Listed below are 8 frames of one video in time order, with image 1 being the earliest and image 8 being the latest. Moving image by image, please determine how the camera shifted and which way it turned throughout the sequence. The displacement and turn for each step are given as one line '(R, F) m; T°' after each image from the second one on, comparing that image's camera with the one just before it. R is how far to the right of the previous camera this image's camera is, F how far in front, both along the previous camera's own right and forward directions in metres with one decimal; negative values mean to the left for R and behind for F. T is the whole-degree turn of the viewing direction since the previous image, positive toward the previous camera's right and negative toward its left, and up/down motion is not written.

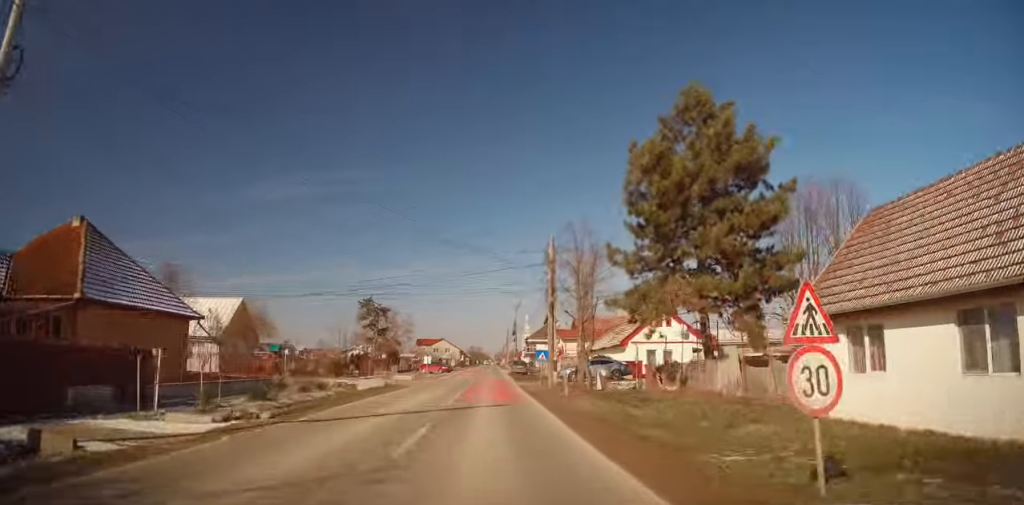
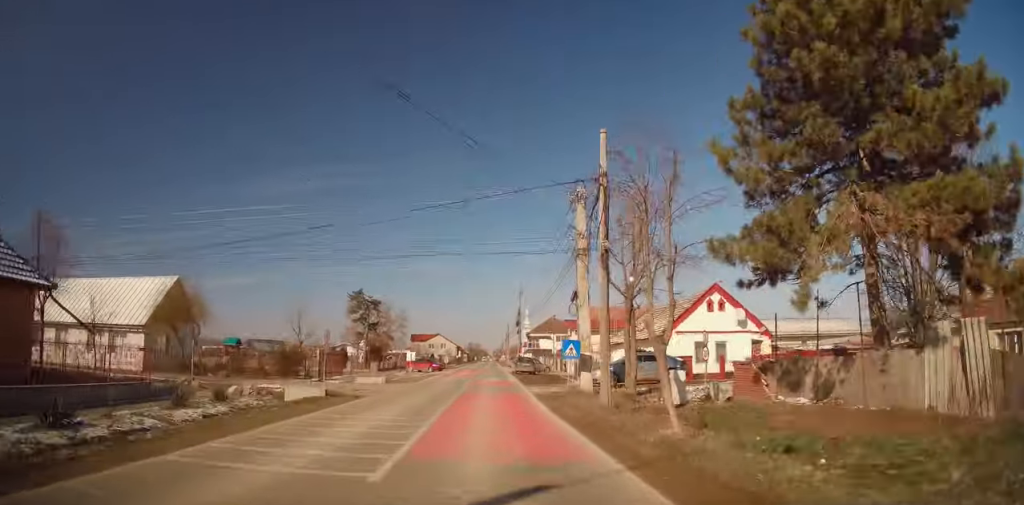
(+0.1, +10.5) m; 0°
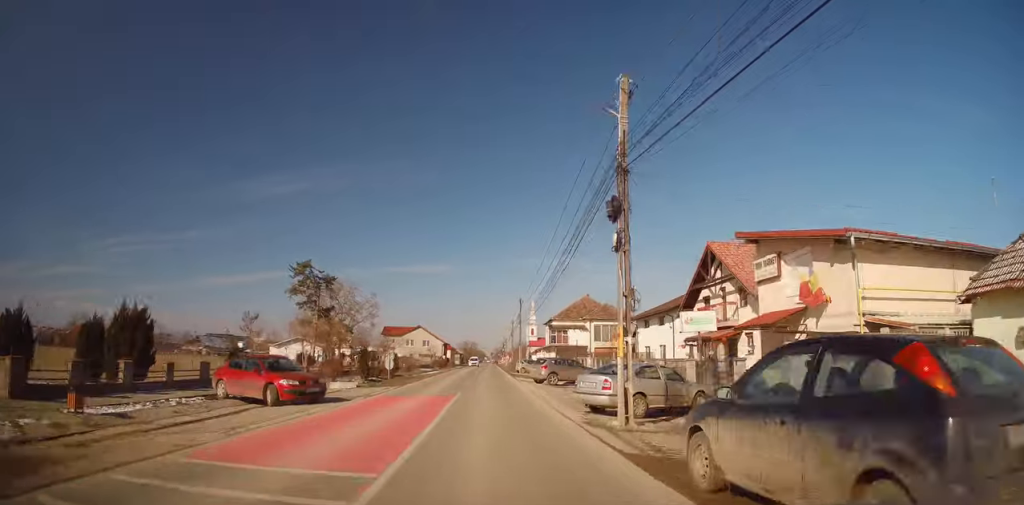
(-0.7, +41.8) m; 0°
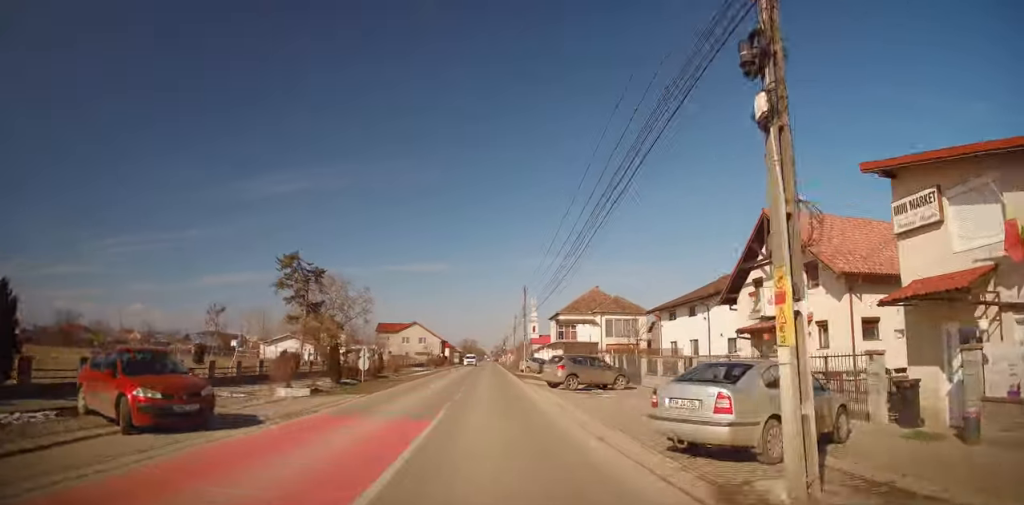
(+0.1, +6.8) m; 0°
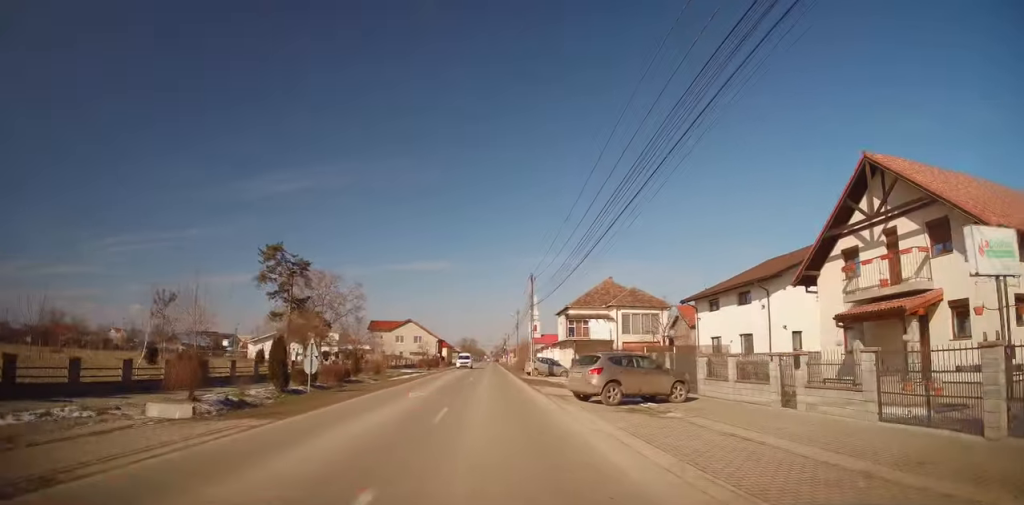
(+0.1, +7.8) m; 0°
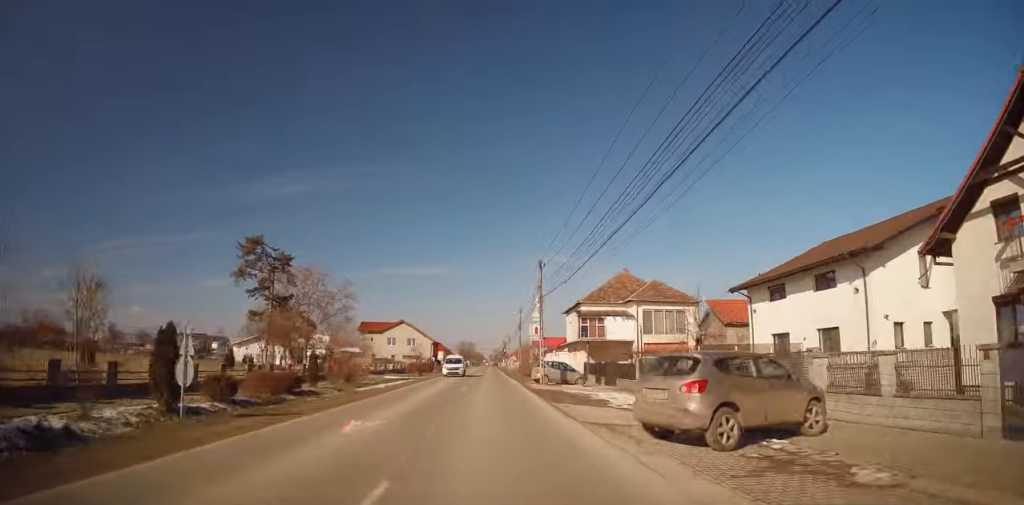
(-0.1, +7.9) m; 0°
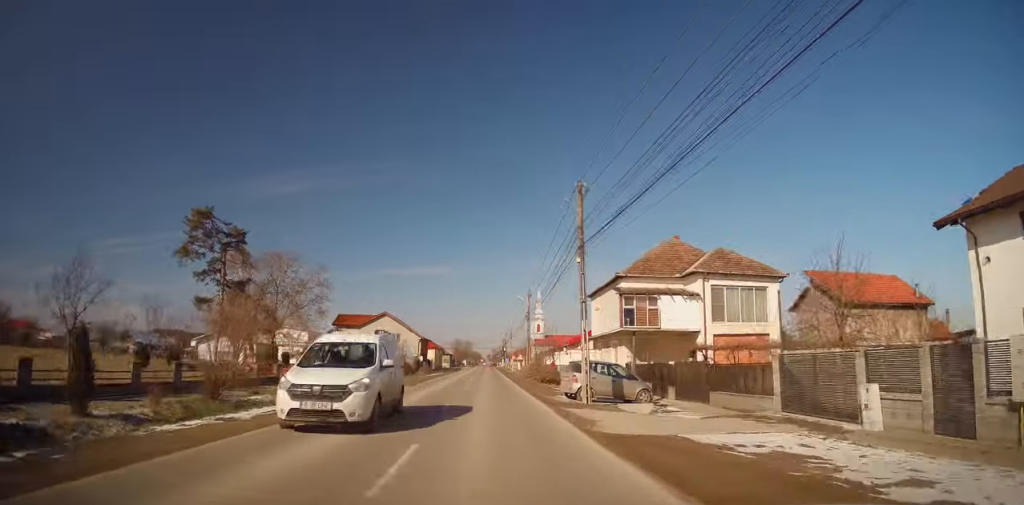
(-0.1, +15.2) m; 0°
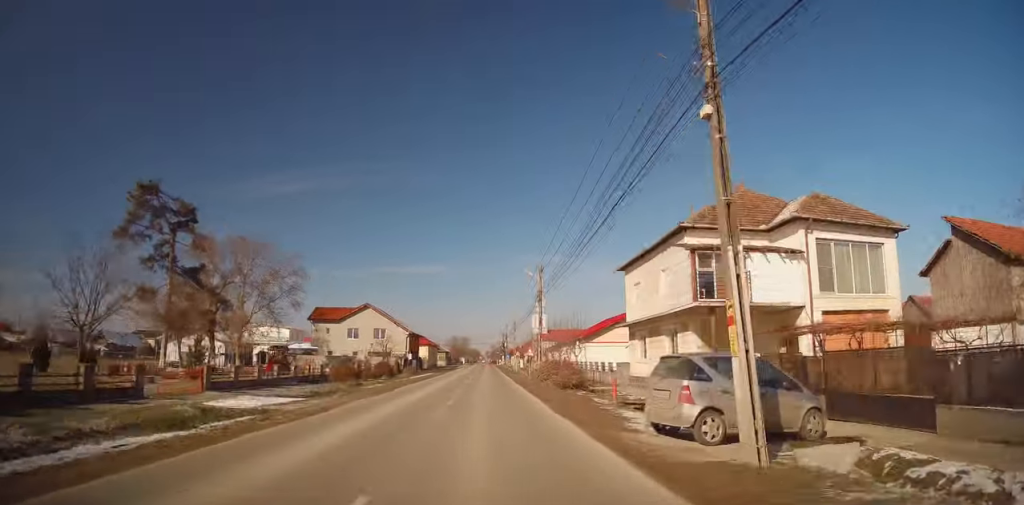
(0.0, +11.3) m; 0°
